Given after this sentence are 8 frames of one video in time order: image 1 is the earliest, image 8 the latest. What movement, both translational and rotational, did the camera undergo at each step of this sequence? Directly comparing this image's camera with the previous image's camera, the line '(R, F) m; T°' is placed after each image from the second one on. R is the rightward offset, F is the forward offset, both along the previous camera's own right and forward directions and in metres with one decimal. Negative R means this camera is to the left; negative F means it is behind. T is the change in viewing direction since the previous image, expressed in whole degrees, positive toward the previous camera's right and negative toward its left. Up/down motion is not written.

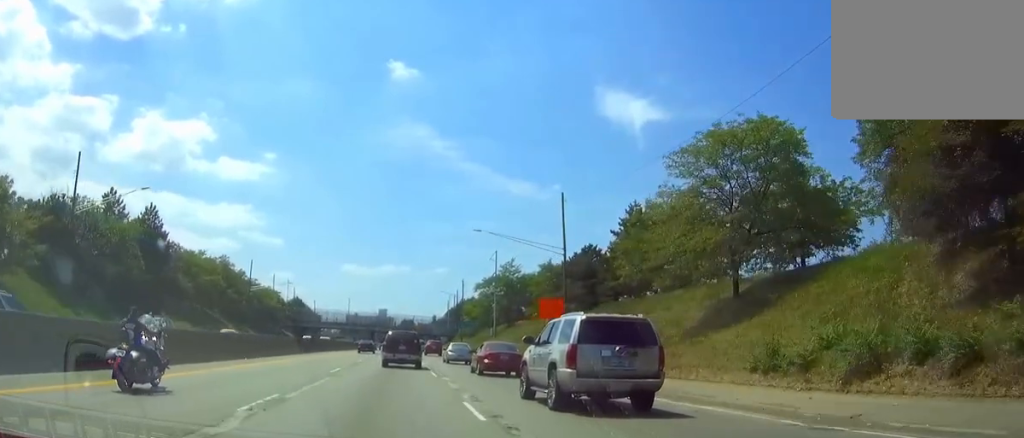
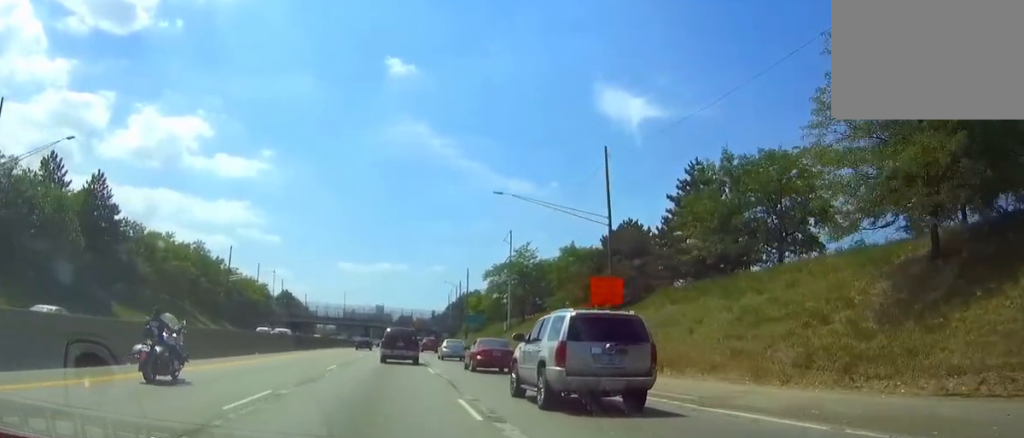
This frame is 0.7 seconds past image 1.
(0.0, +15.7) m; 0°
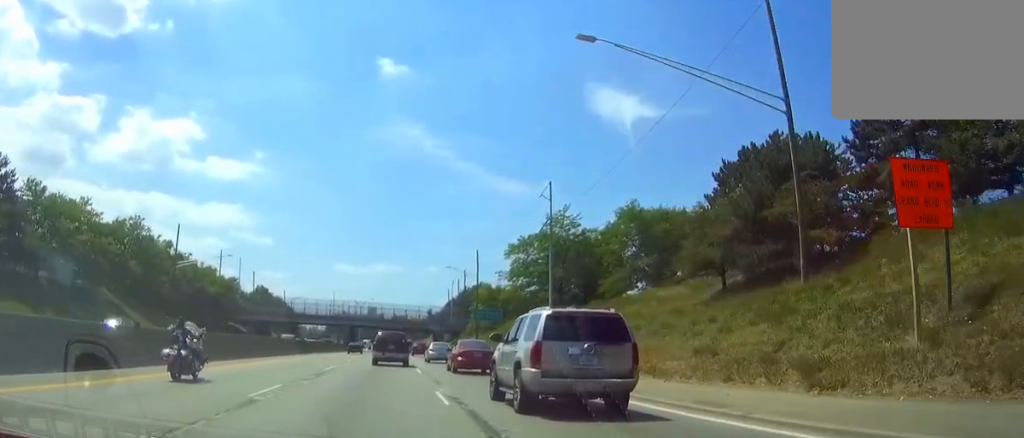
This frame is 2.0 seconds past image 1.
(0.0, +26.9) m; 0°
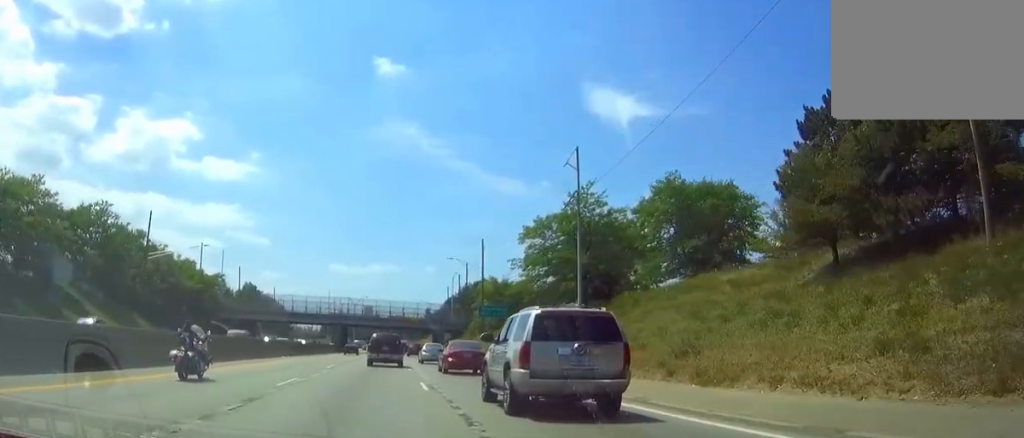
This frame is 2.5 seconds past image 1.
(0.0, +10.0) m; 0°
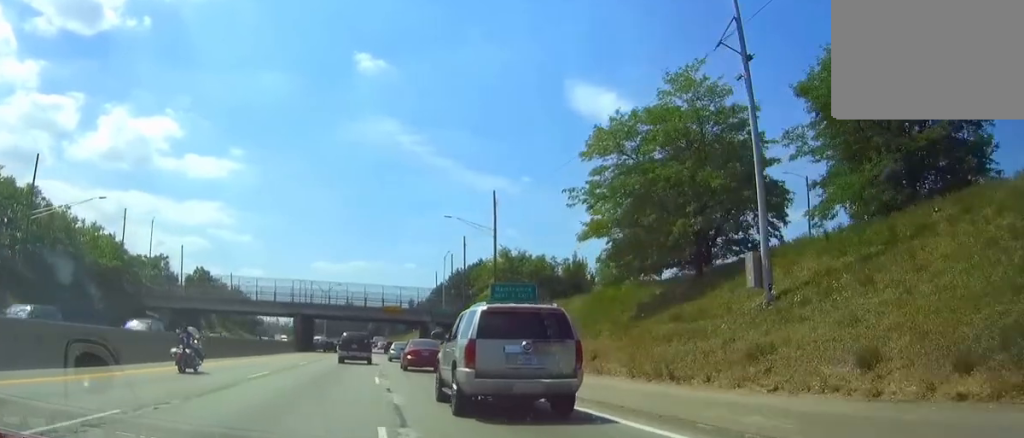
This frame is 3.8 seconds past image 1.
(+0.2, +27.2) m; +1°
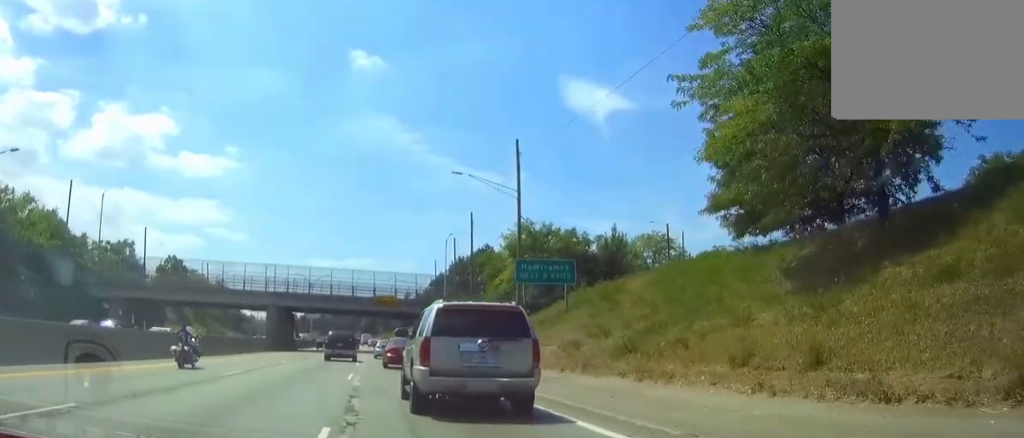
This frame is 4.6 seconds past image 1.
(+0.1, +15.1) m; 0°
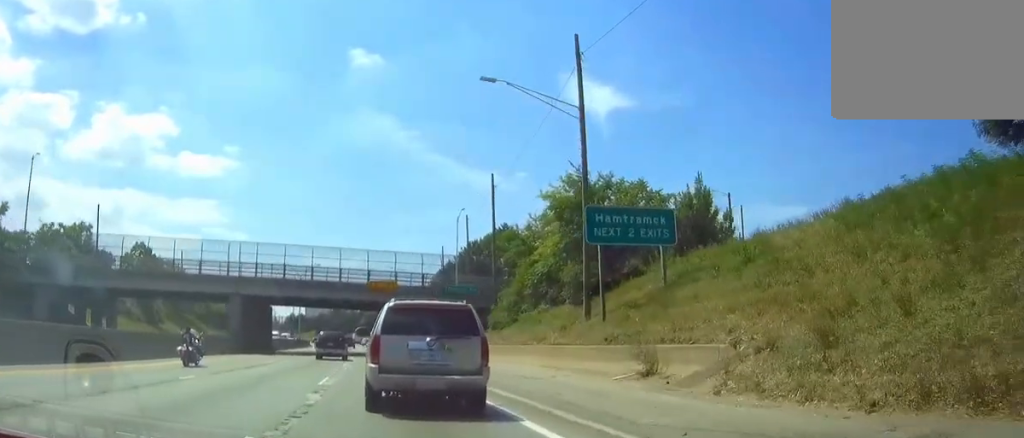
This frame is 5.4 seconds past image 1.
(+0.1, +16.5) m; 0°
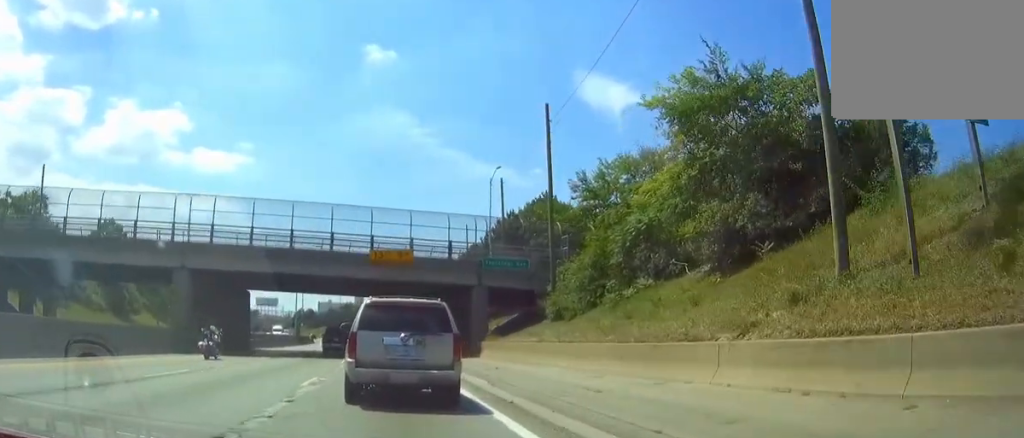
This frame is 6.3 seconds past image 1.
(-0.1, +17.6) m; -1°
